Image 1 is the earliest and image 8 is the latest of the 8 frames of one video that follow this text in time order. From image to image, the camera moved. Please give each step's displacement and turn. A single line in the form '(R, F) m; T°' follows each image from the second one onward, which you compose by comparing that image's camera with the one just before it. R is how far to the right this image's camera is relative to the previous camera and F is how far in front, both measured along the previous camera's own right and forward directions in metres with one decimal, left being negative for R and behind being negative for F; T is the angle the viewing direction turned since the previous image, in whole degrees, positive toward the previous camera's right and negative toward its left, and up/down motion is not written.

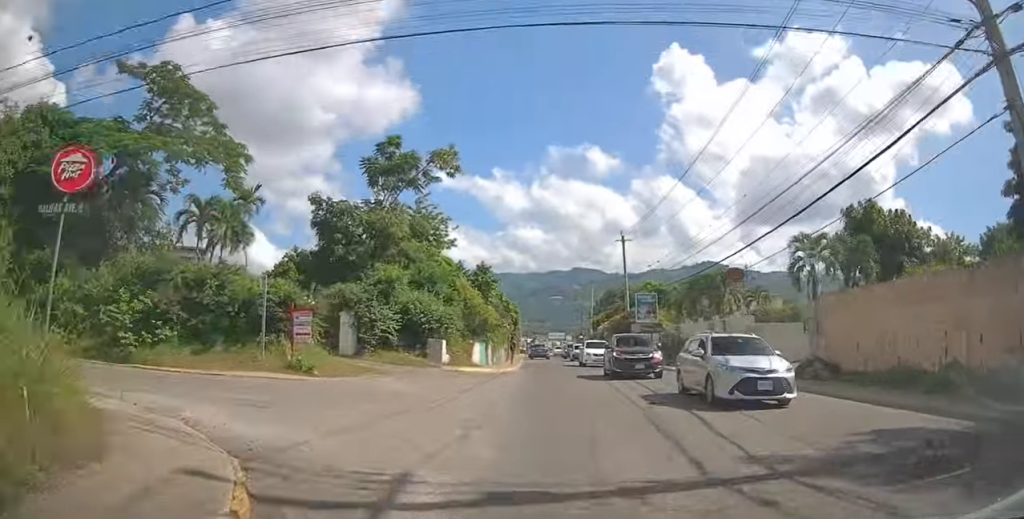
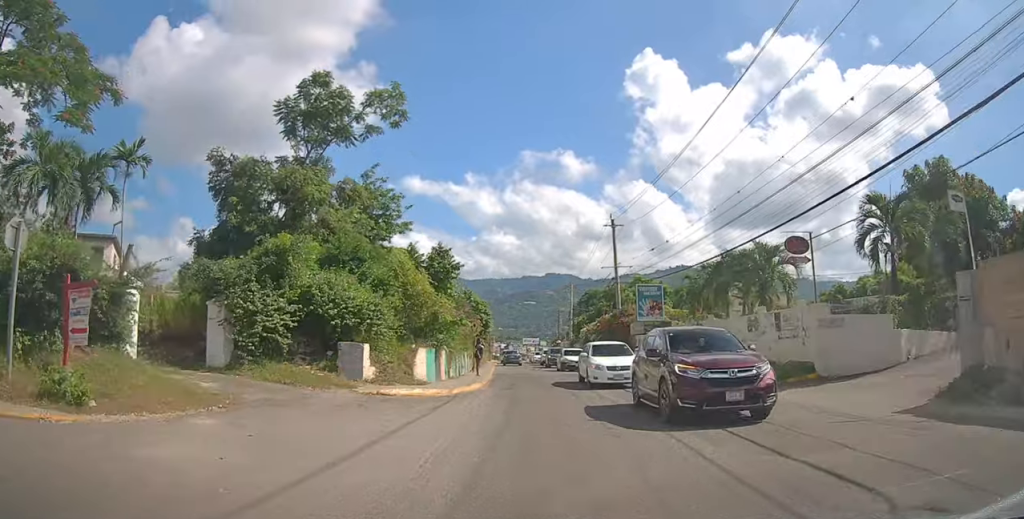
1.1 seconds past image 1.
(+0.3, +8.4) m; +5°
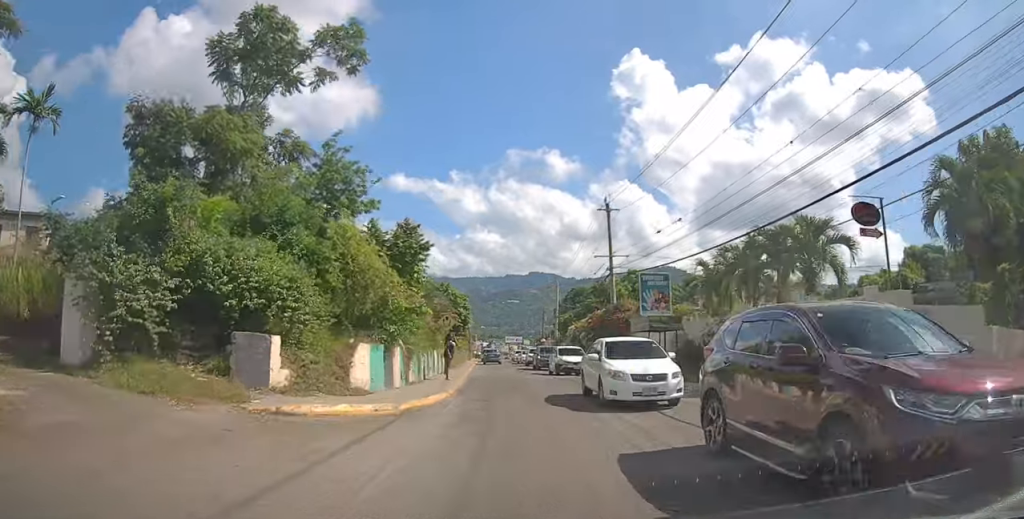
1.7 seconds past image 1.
(+0.1, +4.8) m; +3°
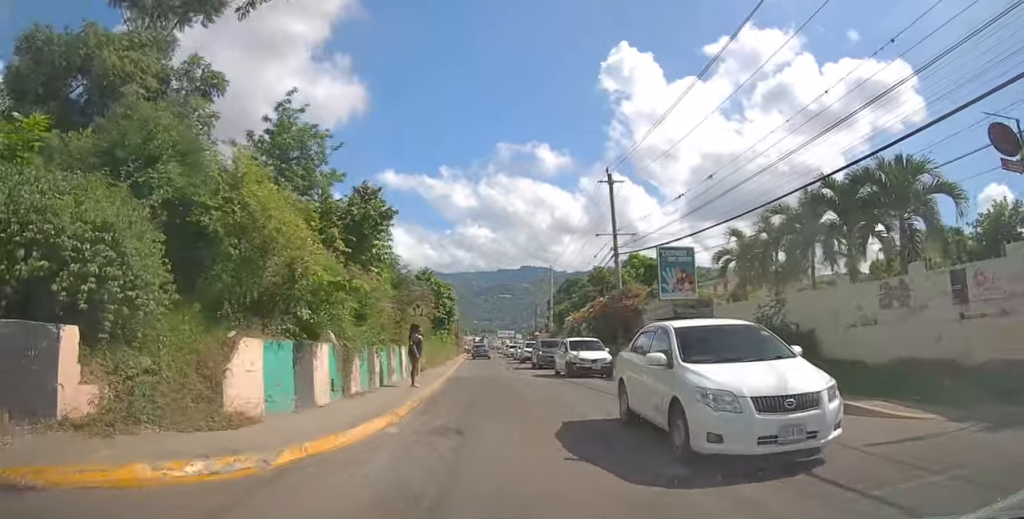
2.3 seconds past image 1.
(+0.2, +5.2) m; +2°
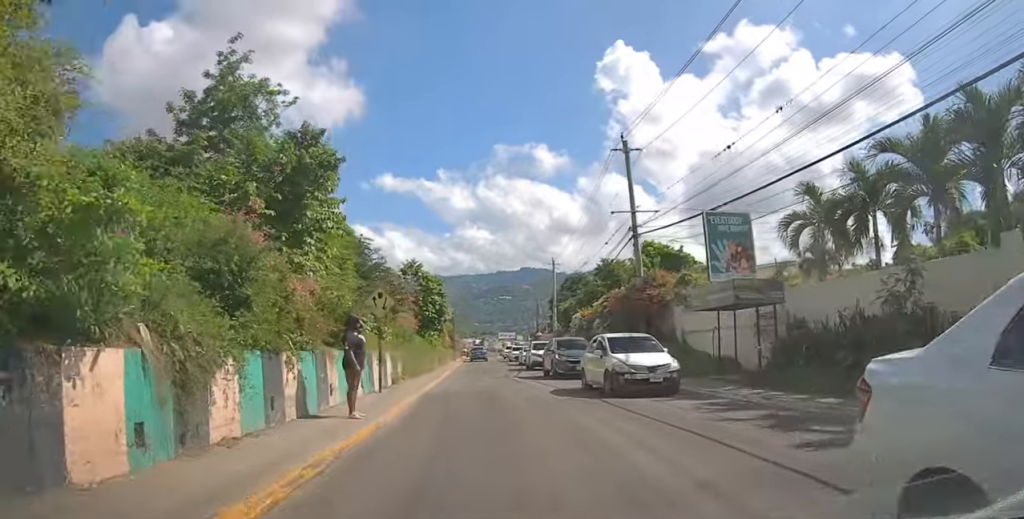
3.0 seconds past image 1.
(0.0, +5.7) m; -1°
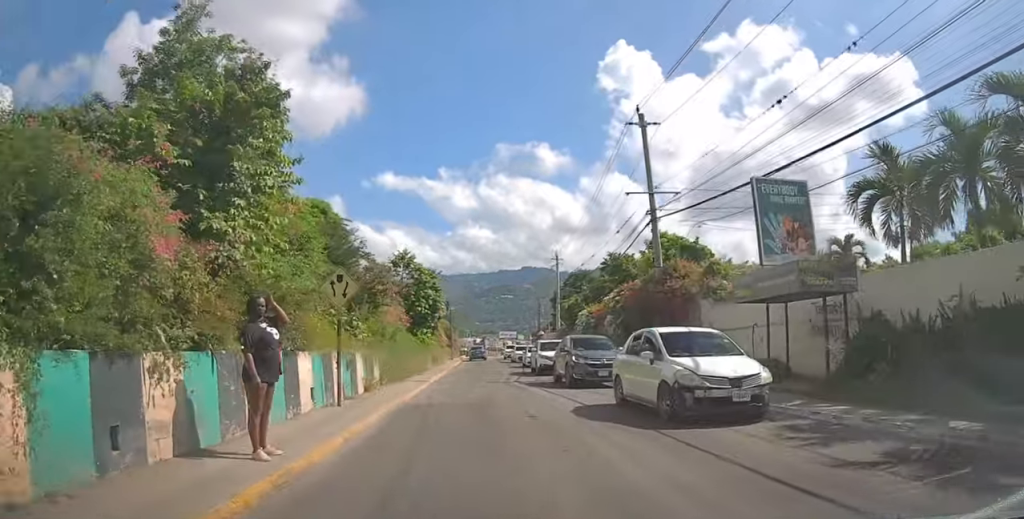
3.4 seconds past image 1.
(+0.1, +3.5) m; -1°
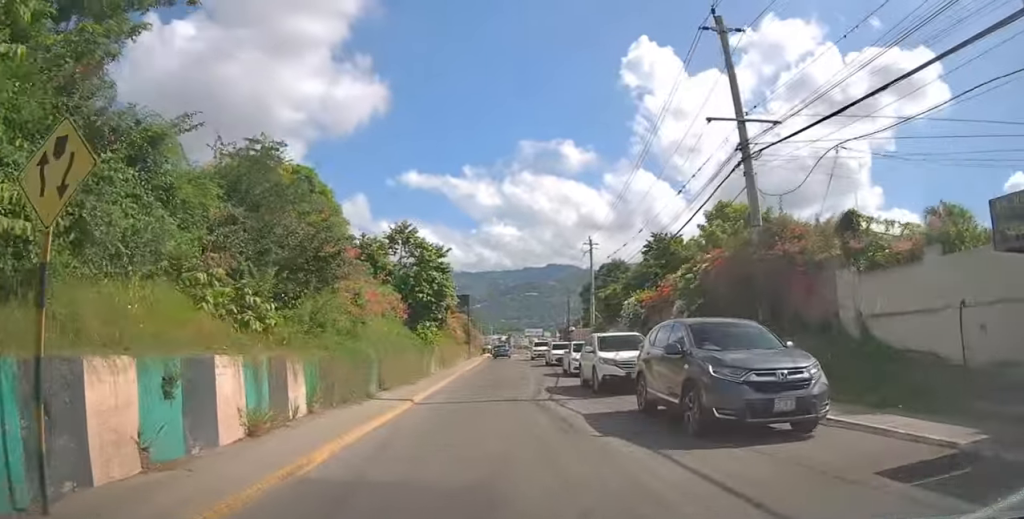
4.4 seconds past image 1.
(-0.3, +7.9) m; -2°
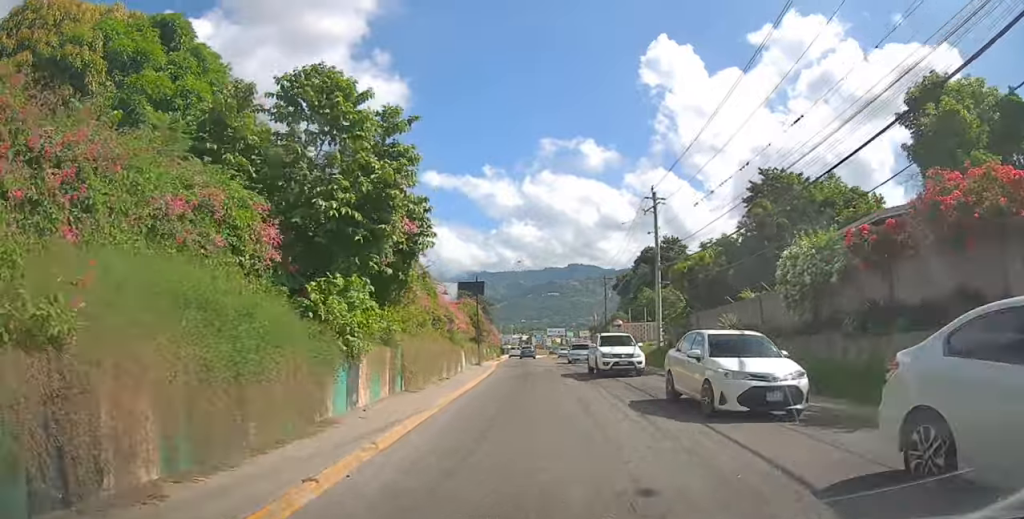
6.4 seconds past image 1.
(-0.2, +16.0) m; -3°
